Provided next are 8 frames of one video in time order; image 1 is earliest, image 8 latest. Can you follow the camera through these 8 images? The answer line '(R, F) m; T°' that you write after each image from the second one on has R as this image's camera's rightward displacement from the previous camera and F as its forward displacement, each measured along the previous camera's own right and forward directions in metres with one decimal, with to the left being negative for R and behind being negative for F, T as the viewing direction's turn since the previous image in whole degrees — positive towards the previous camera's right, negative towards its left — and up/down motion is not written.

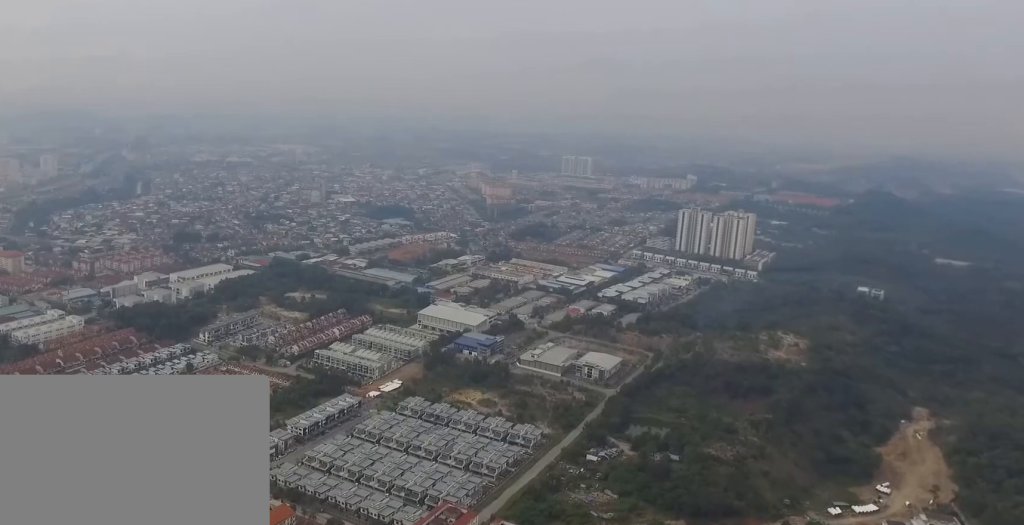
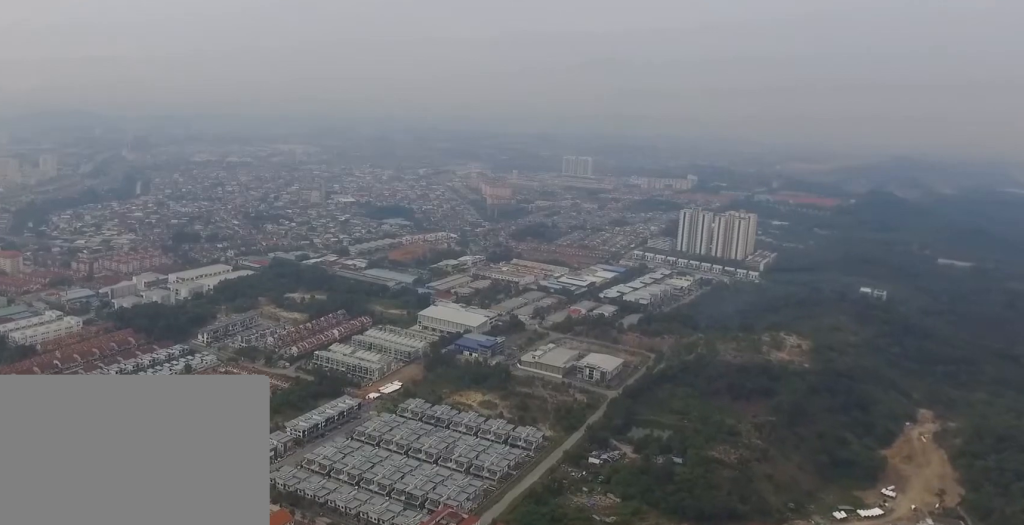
(0.0, +6.4) m; 0°
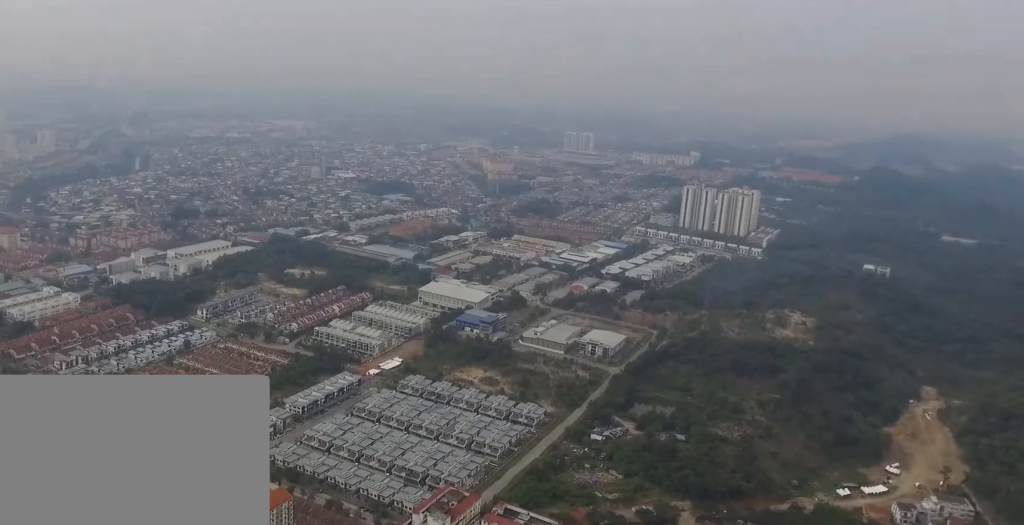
(0.0, +9.8) m; 0°
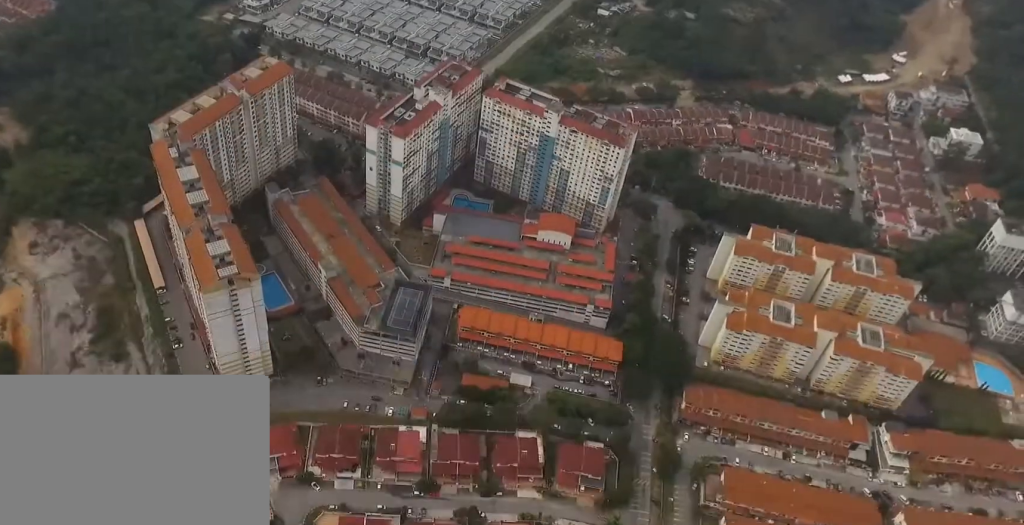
(0.0, +12.6) m; 0°
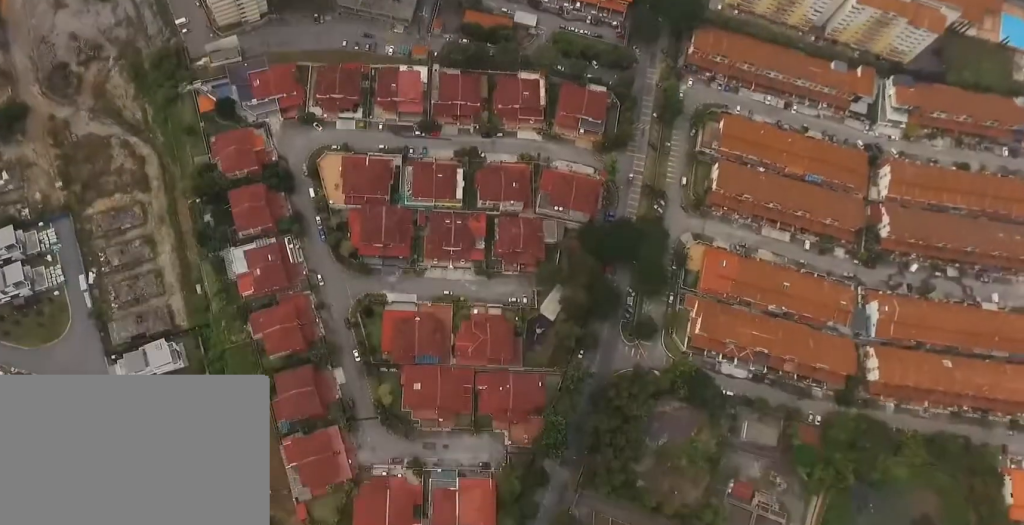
(0.0, +8.2) m; 0°
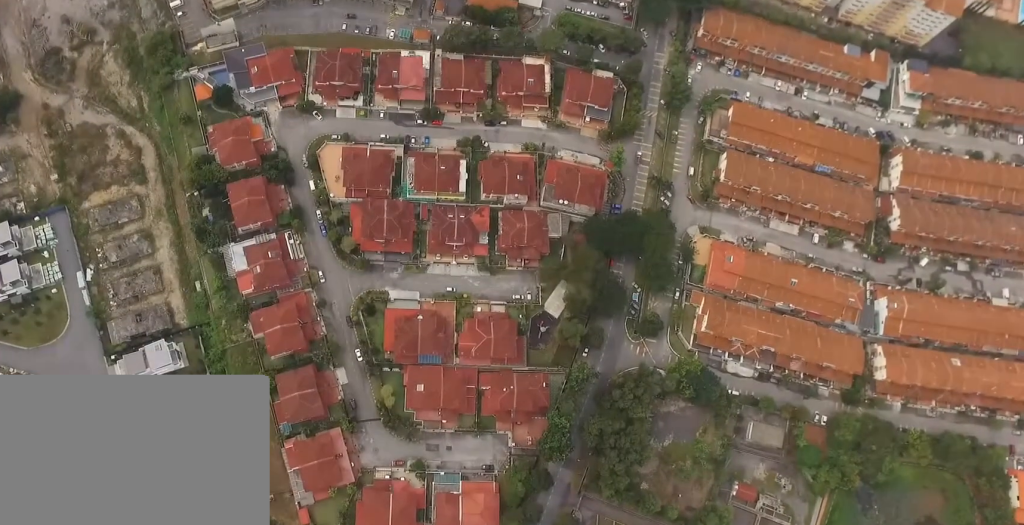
(0.0, +12.8) m; 0°
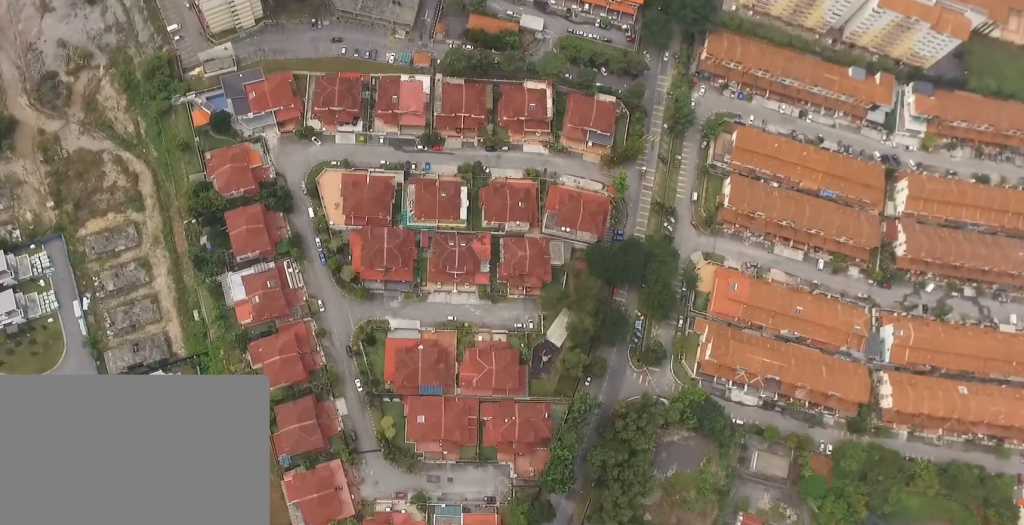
(0.0, +10.3) m; 0°
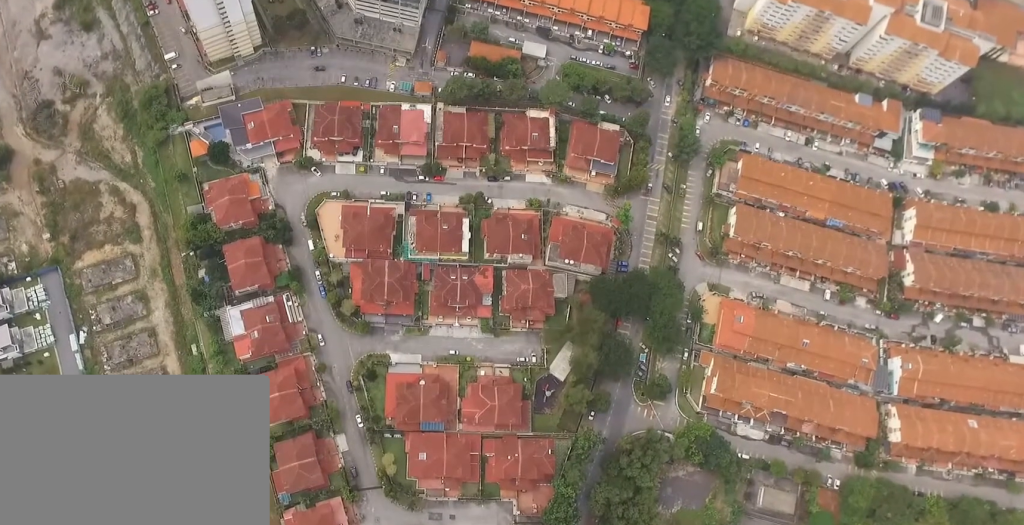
(0.0, +10.6) m; 0°
